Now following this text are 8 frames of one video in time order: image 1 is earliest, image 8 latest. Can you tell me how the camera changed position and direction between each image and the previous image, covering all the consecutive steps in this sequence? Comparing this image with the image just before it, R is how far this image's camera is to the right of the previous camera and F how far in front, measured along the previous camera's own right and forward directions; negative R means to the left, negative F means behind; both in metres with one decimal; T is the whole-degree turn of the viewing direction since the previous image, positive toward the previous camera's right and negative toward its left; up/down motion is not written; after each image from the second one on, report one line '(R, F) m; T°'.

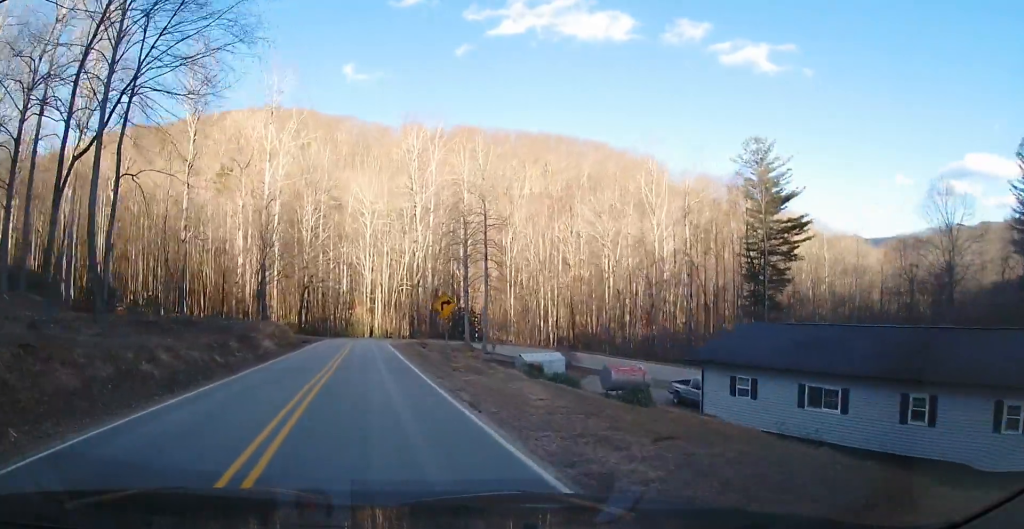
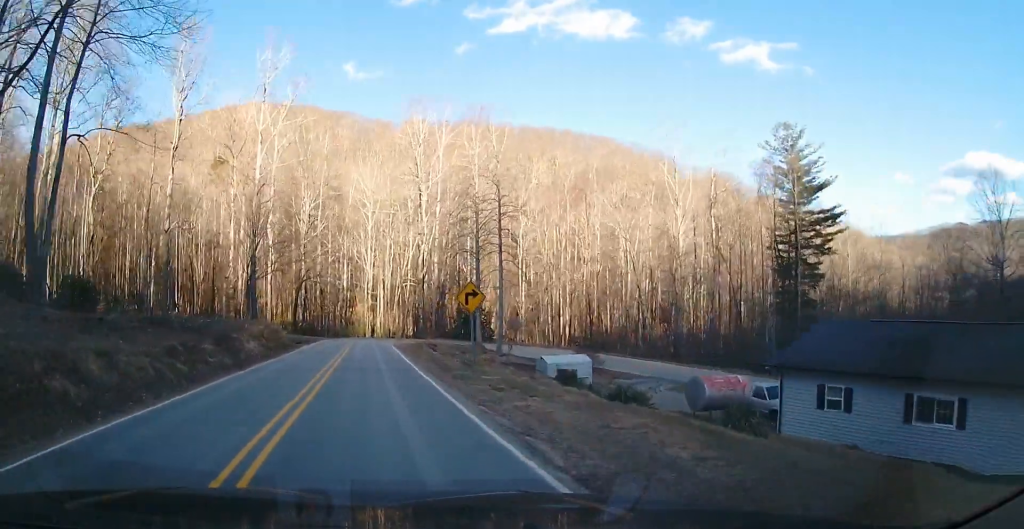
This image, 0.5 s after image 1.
(-0.1, +5.7) m; 0°
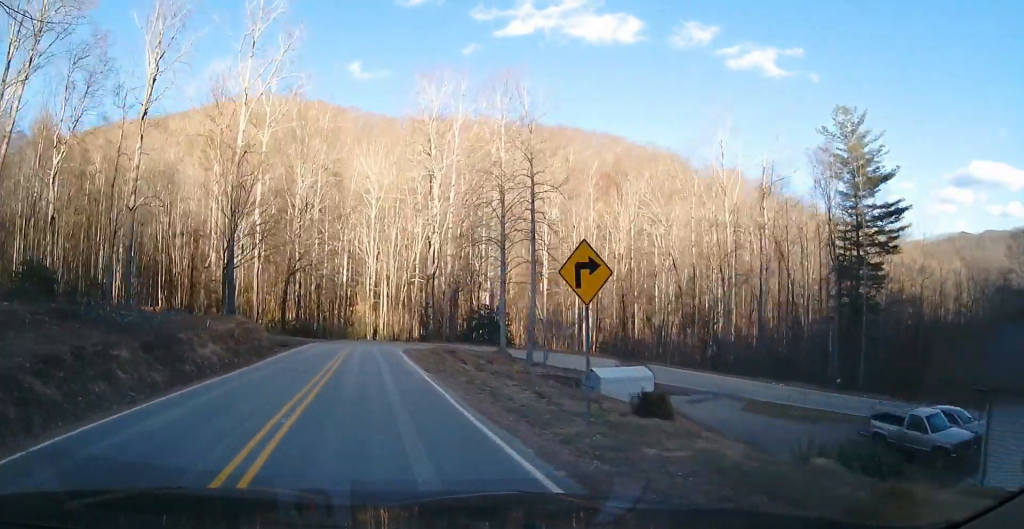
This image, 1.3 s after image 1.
(-0.1, +9.5) m; 0°
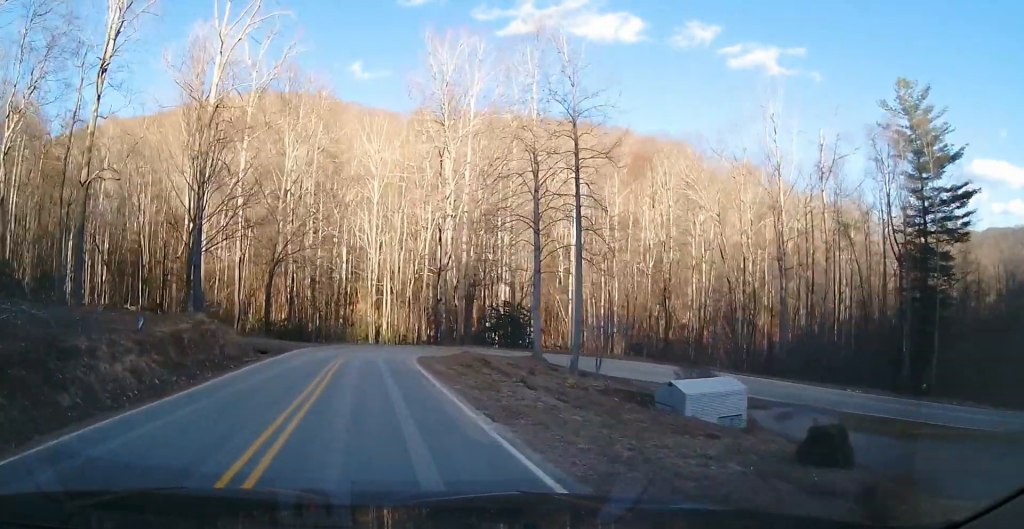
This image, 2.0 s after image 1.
(0.0, +8.8) m; 0°
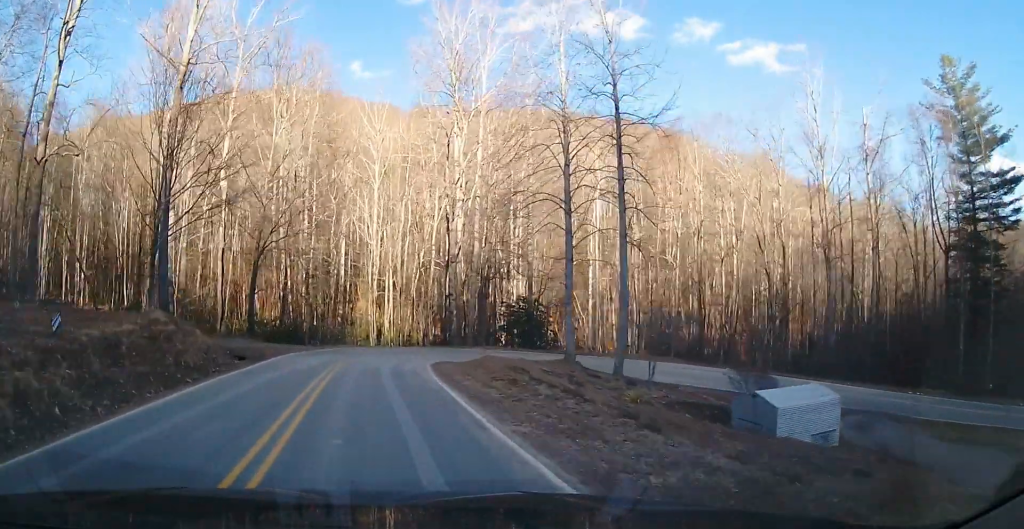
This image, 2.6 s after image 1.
(+0.1, +5.8) m; -1°
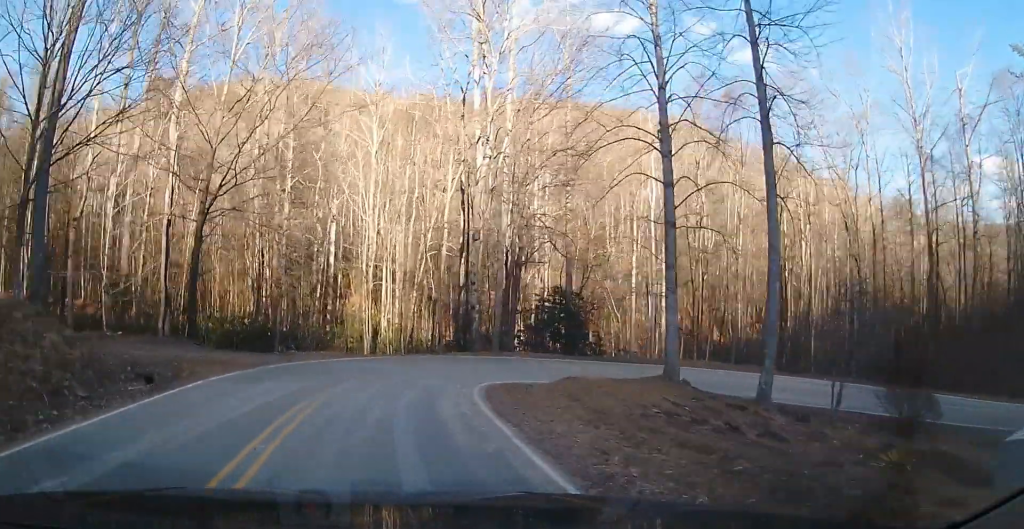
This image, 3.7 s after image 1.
(-0.2, +11.4) m; 0°
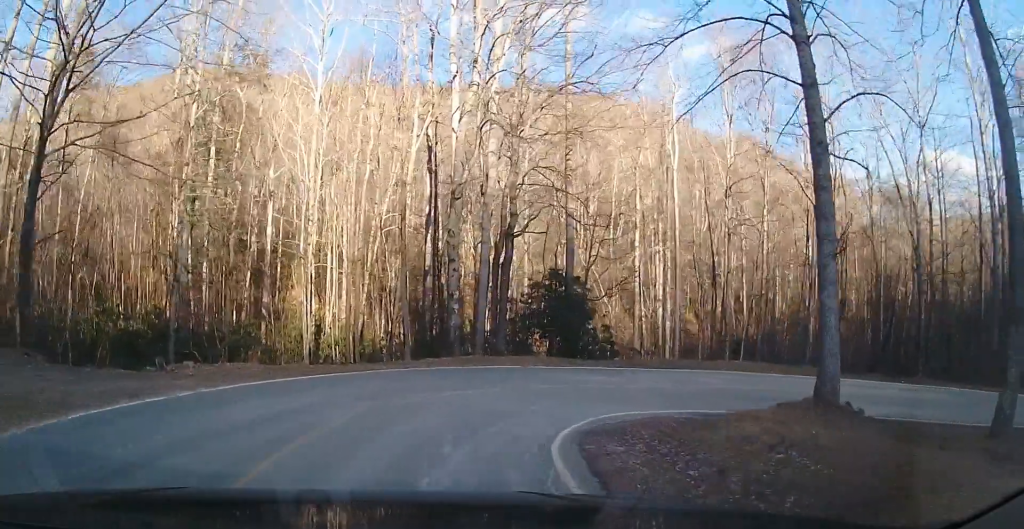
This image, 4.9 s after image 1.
(+0.4, +10.9) m; +7°
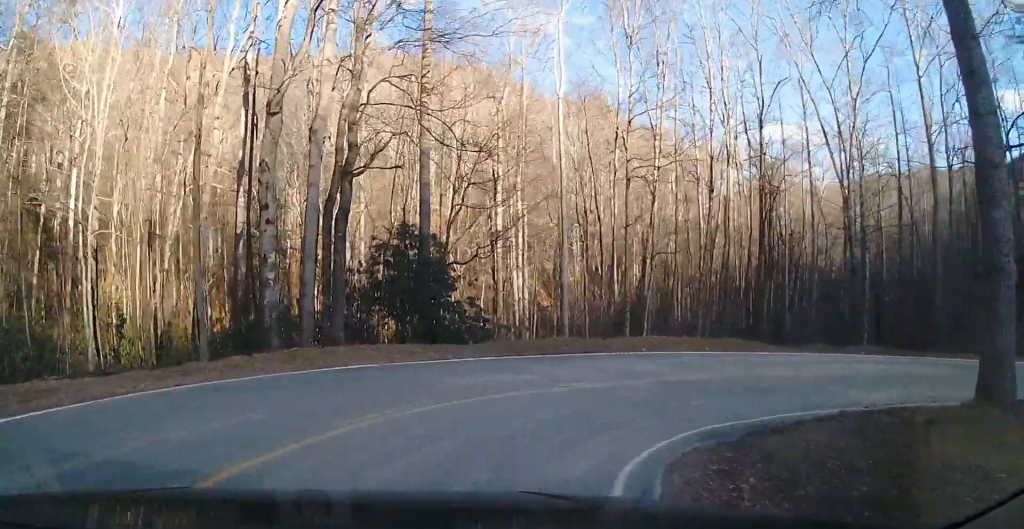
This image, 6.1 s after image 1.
(+1.3, +9.0) m; +23°
